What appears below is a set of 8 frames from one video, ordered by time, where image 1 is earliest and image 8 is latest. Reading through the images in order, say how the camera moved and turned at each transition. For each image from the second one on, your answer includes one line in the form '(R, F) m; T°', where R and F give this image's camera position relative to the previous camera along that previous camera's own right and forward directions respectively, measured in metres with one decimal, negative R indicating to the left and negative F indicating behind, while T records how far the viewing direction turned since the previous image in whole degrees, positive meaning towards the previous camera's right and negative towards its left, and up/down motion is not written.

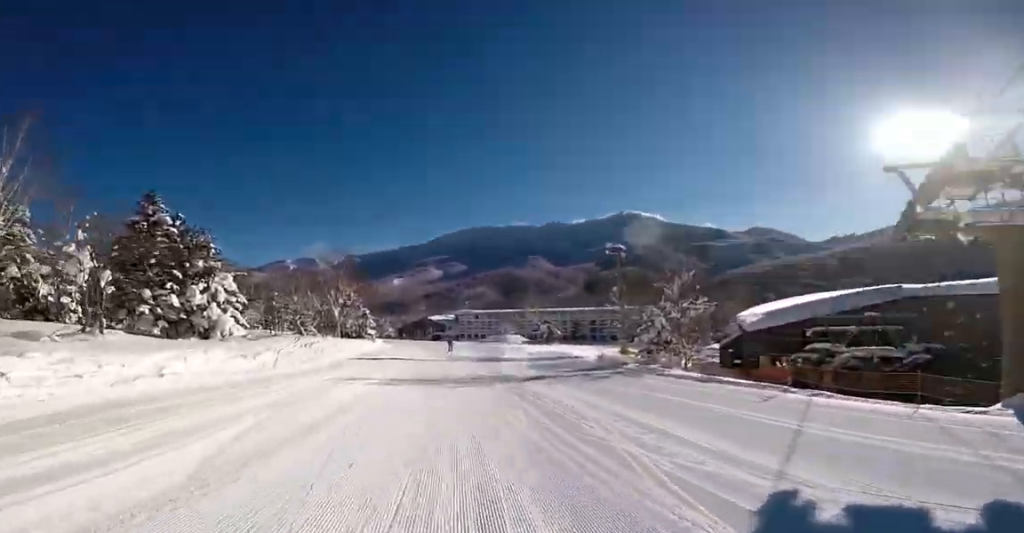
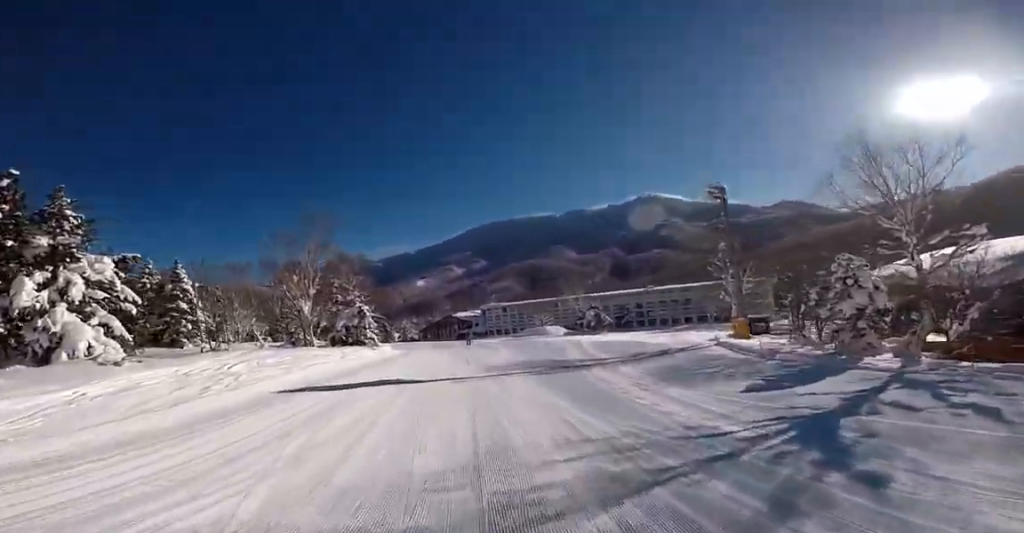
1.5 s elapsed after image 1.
(-1.0, +12.8) m; -1°
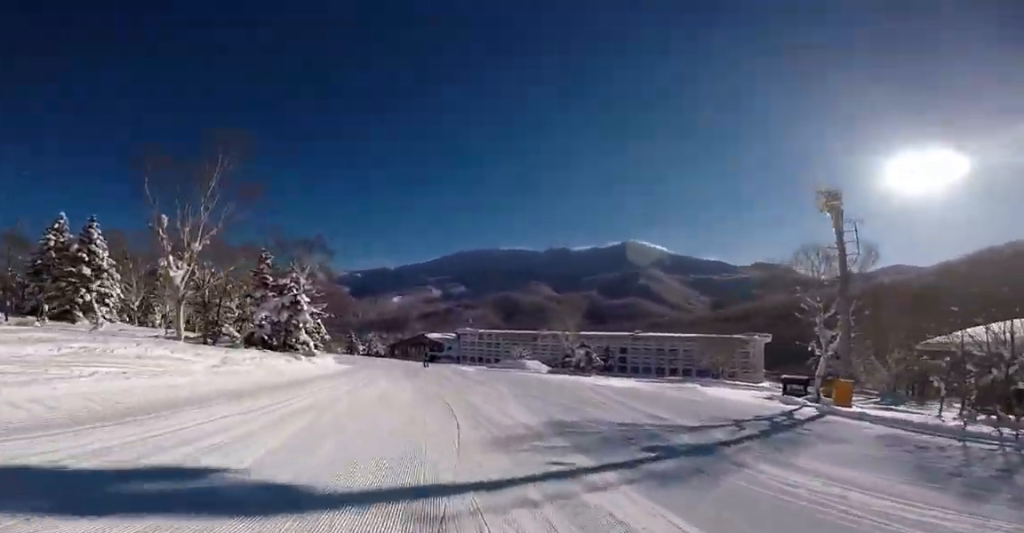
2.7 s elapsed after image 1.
(+0.5, +10.1) m; -1°
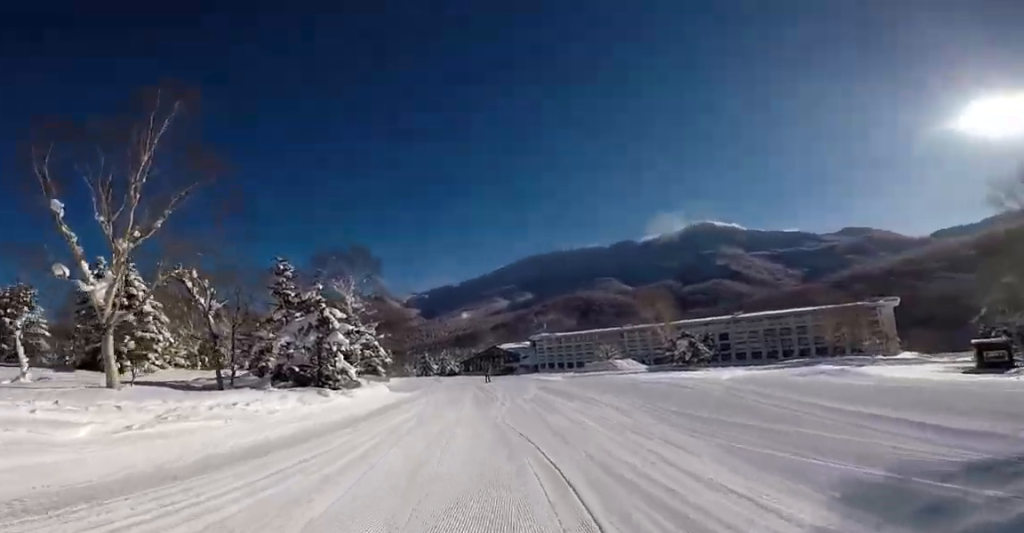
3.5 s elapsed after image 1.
(-0.4, +6.5) m; -2°
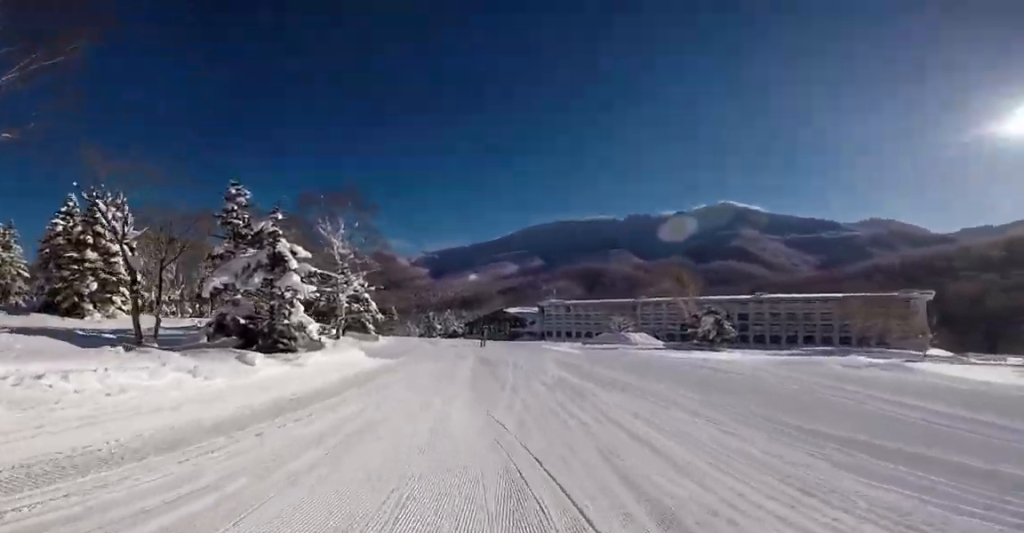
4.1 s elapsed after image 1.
(+0.2, +4.7) m; +2°
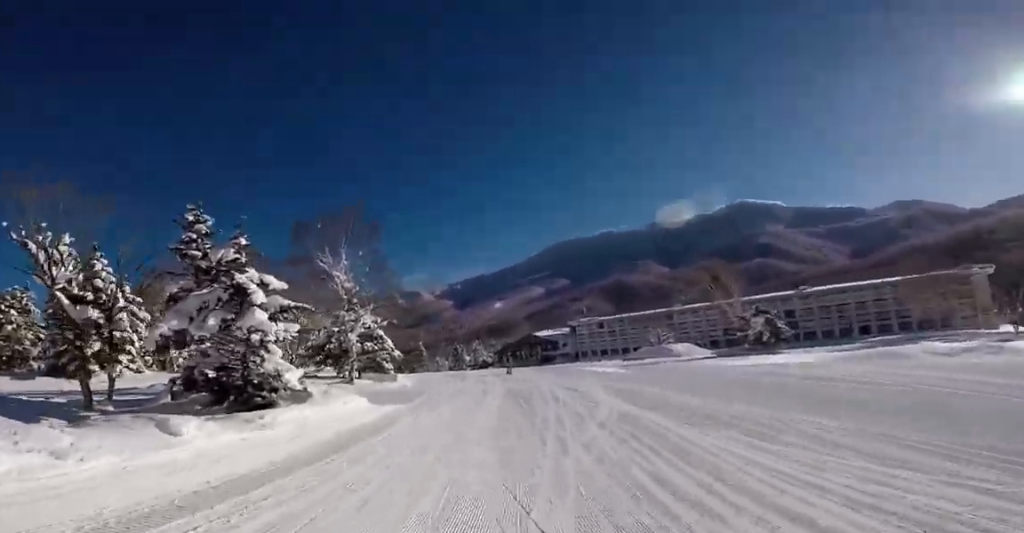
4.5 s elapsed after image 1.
(0.0, +3.2) m; 0°
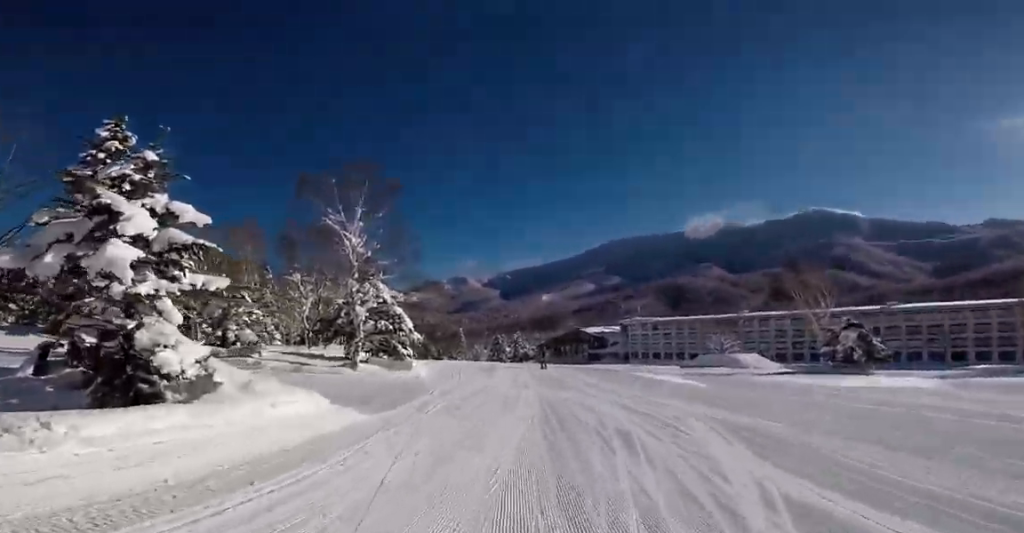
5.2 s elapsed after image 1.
(0.0, +5.1) m; -1°
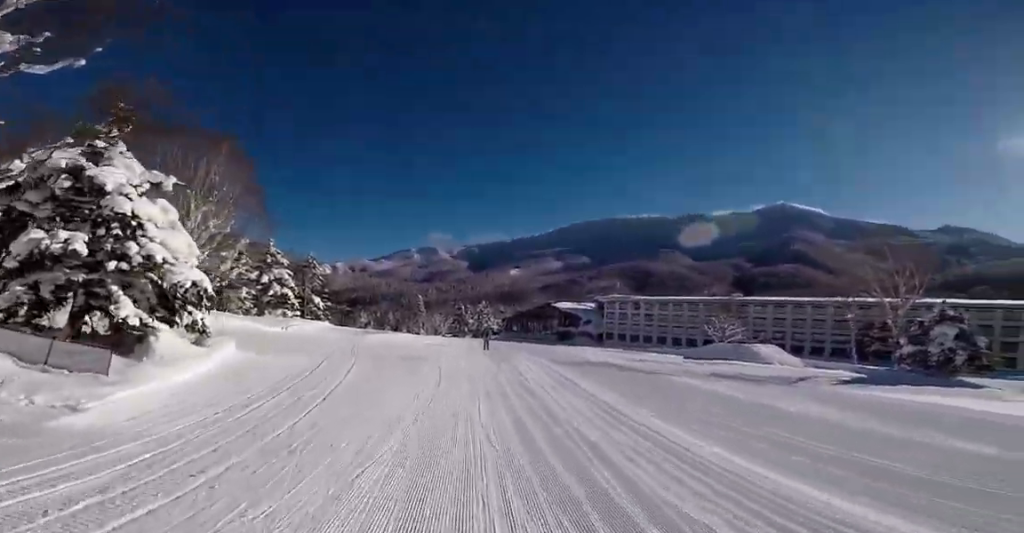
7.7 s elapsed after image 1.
(-1.1, +15.5) m; -7°
